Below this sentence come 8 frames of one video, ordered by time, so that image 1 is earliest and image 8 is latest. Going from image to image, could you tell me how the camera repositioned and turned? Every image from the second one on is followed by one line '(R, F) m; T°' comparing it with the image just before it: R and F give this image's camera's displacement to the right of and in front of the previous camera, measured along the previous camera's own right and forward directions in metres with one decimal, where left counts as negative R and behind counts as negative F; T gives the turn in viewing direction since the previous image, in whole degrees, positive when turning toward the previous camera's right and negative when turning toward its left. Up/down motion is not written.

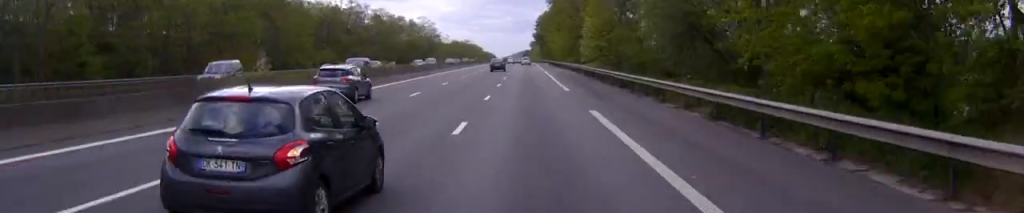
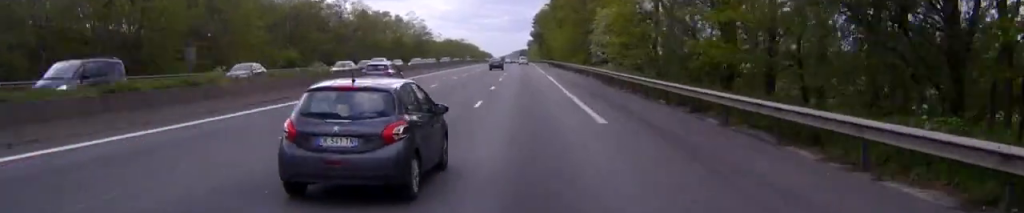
(-0.4, +17.4) m; 0°
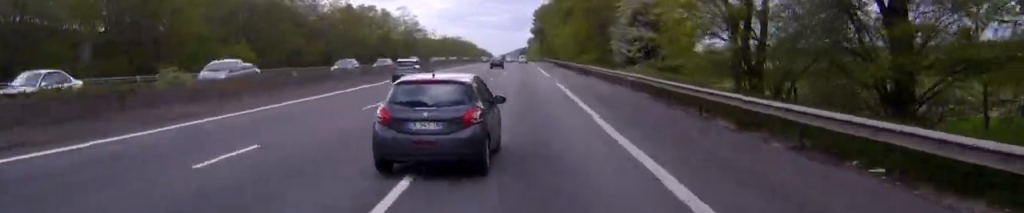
(0.0, +17.5) m; +1°
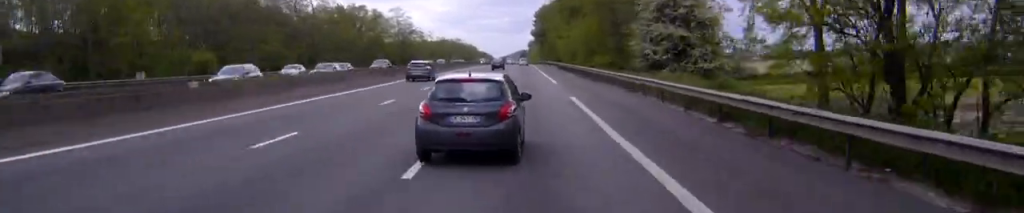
(+0.1, +10.4) m; +1°
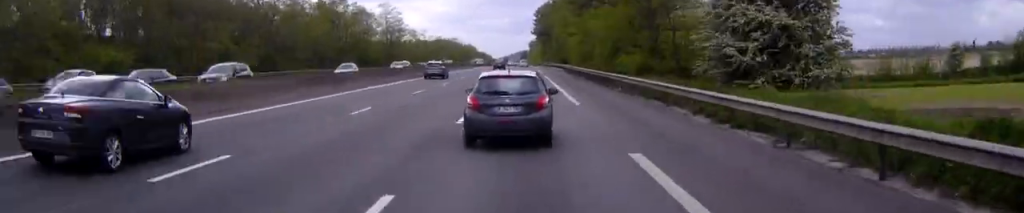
(+0.2, +17.5) m; 0°
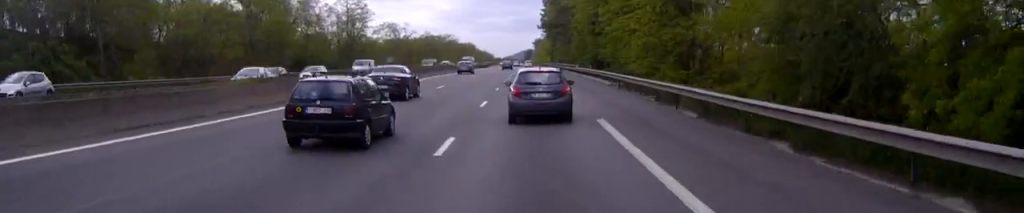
(+0.1, +44.8) m; 0°
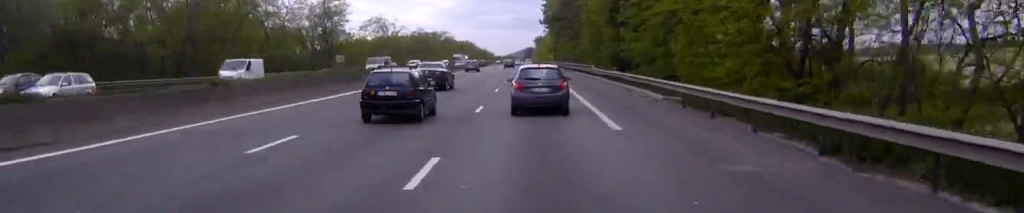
(+0.1, +16.4) m; 0°
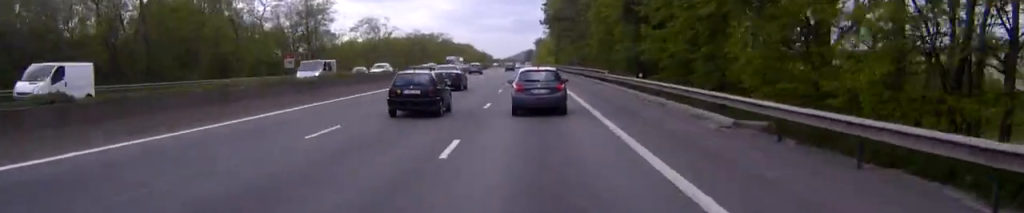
(0.0, +9.4) m; 0°
